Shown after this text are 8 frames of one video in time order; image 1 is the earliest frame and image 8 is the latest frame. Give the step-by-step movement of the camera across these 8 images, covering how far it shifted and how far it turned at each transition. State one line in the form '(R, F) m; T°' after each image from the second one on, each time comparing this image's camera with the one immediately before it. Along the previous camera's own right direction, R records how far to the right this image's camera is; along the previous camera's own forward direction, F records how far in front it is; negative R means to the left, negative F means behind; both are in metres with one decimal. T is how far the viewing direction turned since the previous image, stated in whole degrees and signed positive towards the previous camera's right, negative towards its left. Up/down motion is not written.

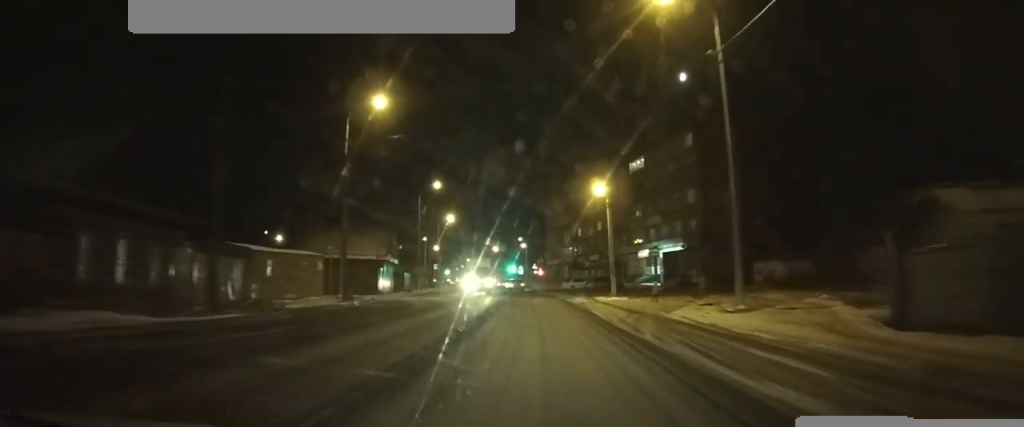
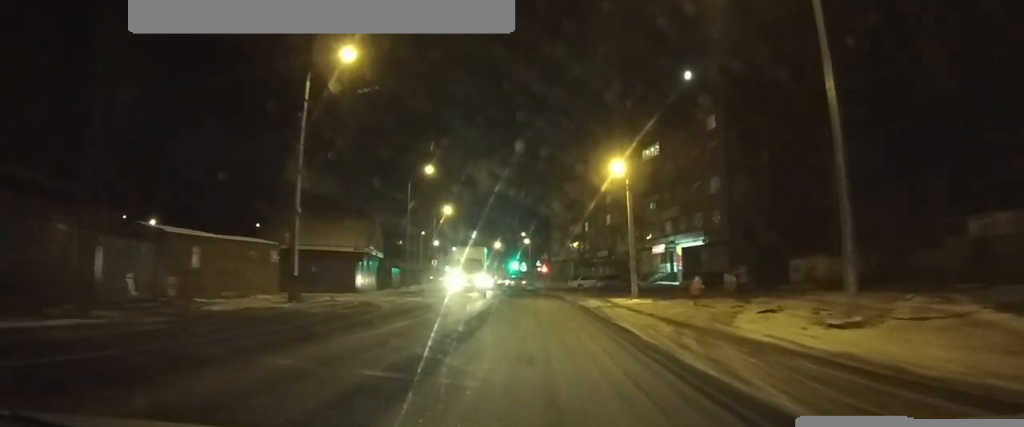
(0.0, +6.7) m; 0°
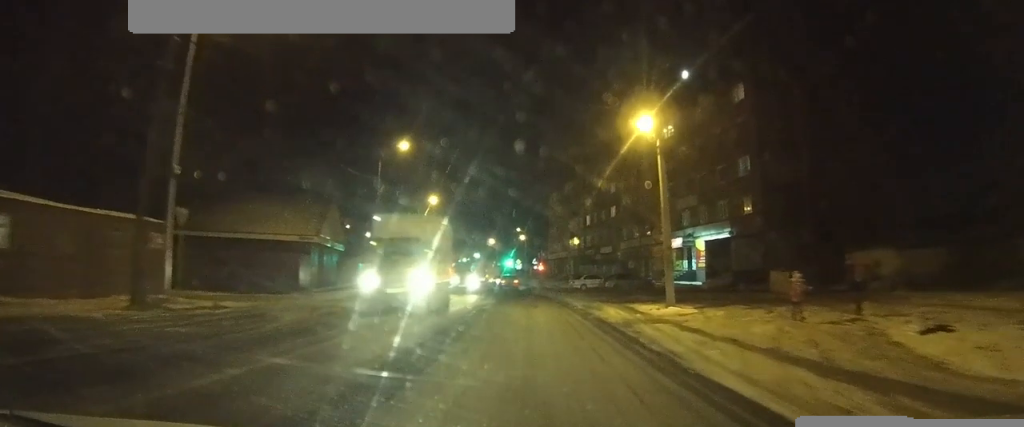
(0.0, +9.3) m; 0°
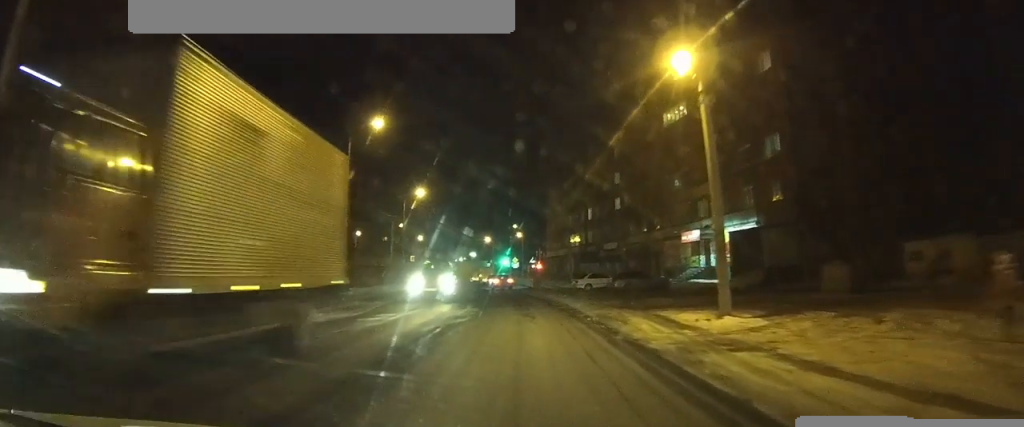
(0.0, +6.8) m; 0°
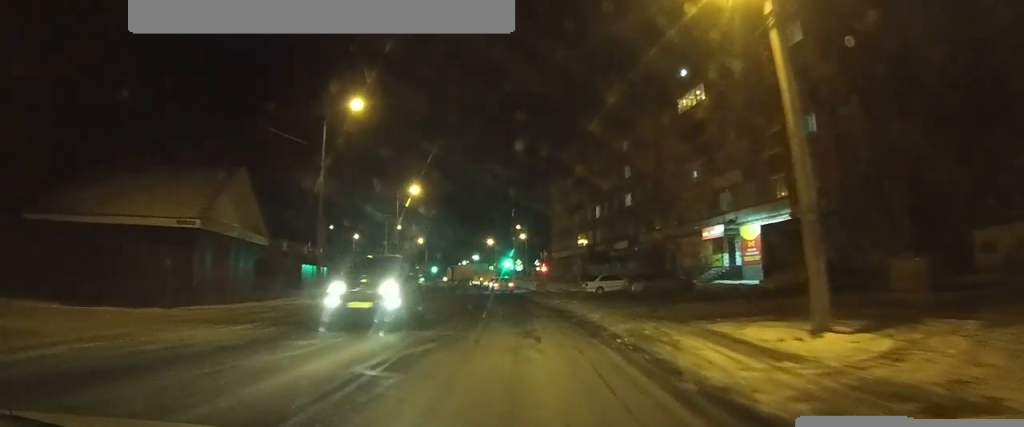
(0.0, +5.2) m; 0°
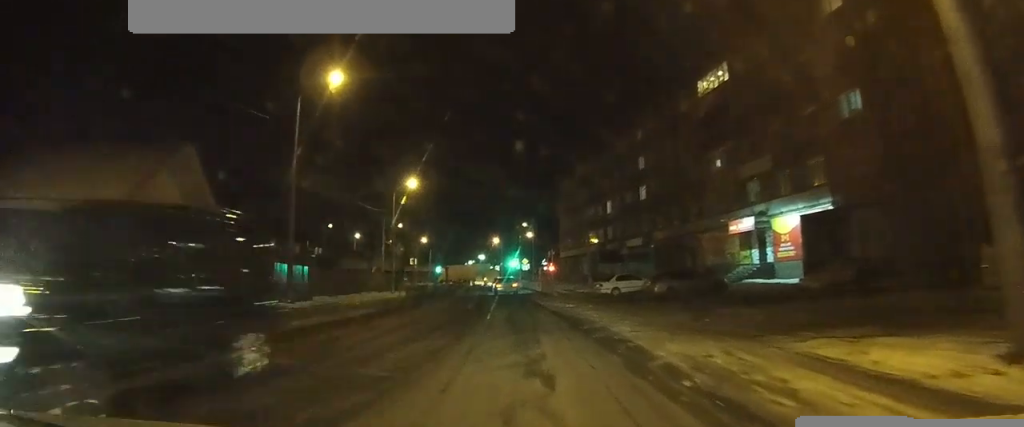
(0.0, +4.4) m; 0°
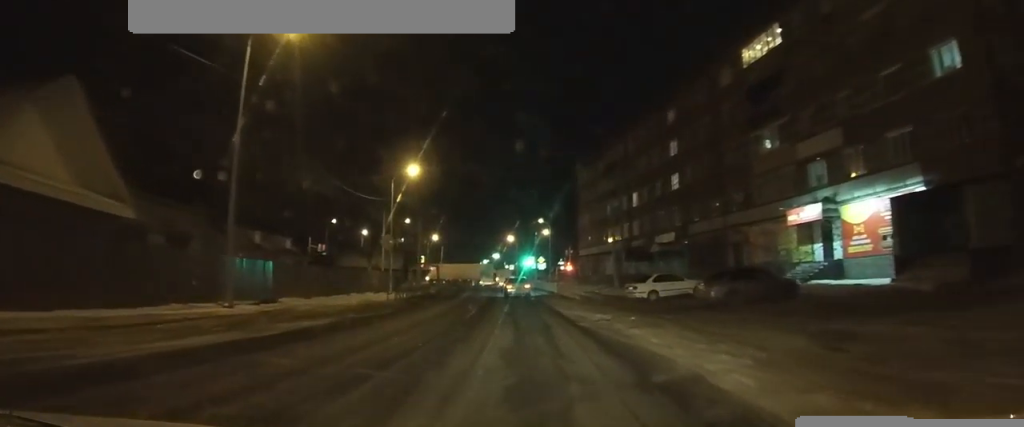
(0.0, +6.5) m; -1°
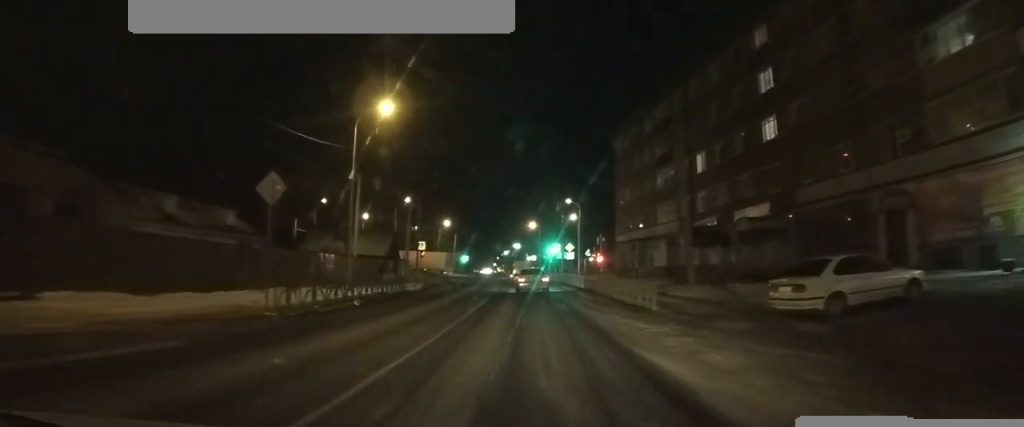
(-0.4, +15.2) m; -5°
